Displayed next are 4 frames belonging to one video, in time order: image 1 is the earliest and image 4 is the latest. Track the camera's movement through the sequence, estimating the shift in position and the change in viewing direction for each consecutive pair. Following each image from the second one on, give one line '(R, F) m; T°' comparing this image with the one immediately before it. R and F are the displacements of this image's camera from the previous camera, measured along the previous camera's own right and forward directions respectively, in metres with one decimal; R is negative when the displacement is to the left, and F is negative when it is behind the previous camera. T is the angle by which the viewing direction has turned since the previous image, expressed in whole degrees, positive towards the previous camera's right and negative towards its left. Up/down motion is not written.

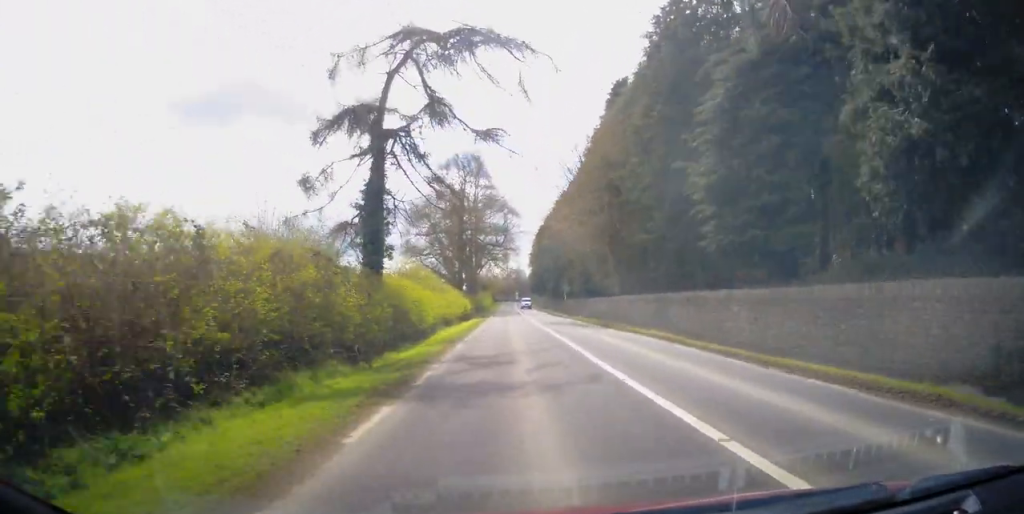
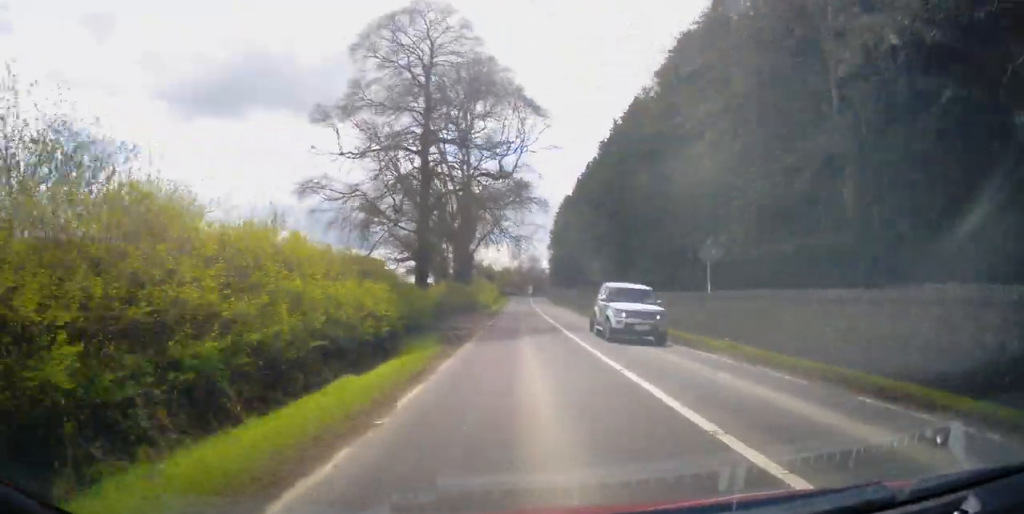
(-1.4, +41.3) m; -3°
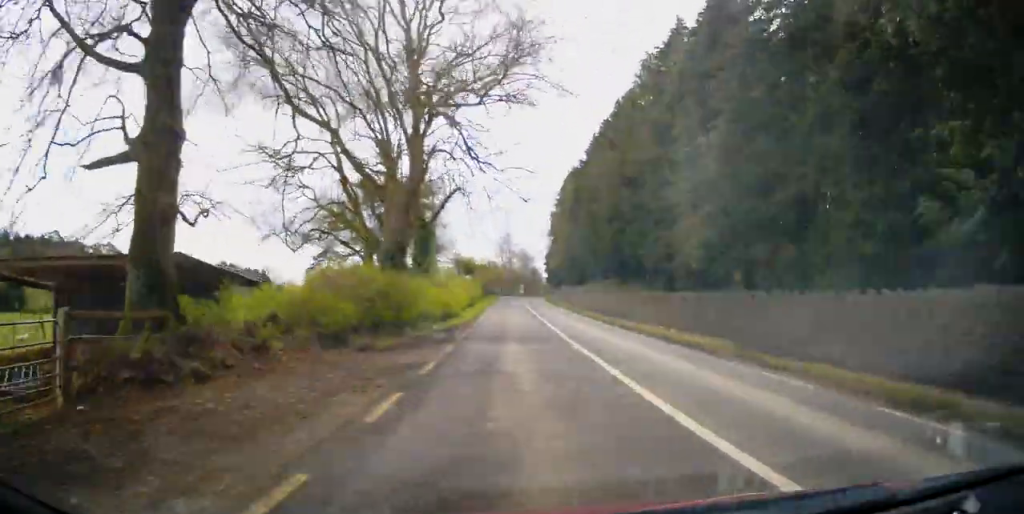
(+0.2, +28.5) m; +1°
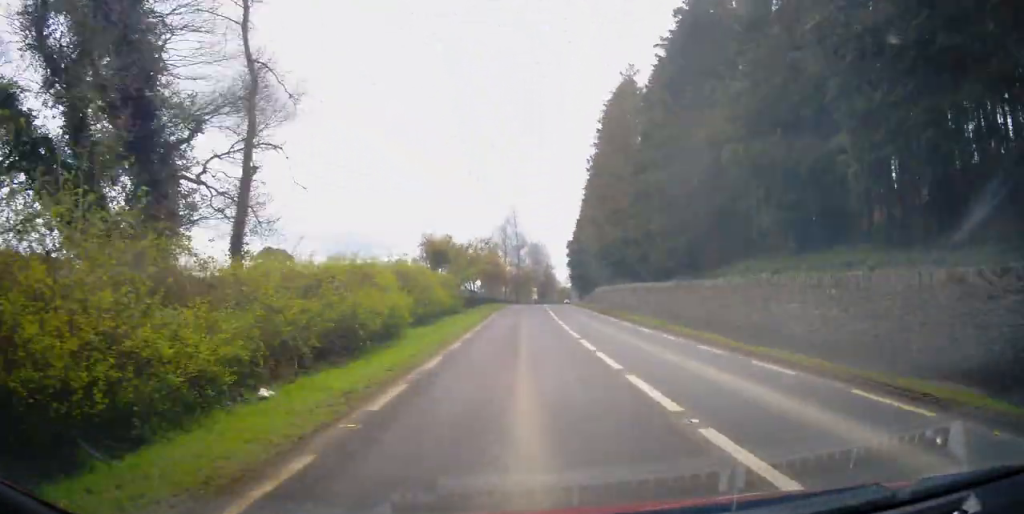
(+0.4, +43.5) m; 0°
